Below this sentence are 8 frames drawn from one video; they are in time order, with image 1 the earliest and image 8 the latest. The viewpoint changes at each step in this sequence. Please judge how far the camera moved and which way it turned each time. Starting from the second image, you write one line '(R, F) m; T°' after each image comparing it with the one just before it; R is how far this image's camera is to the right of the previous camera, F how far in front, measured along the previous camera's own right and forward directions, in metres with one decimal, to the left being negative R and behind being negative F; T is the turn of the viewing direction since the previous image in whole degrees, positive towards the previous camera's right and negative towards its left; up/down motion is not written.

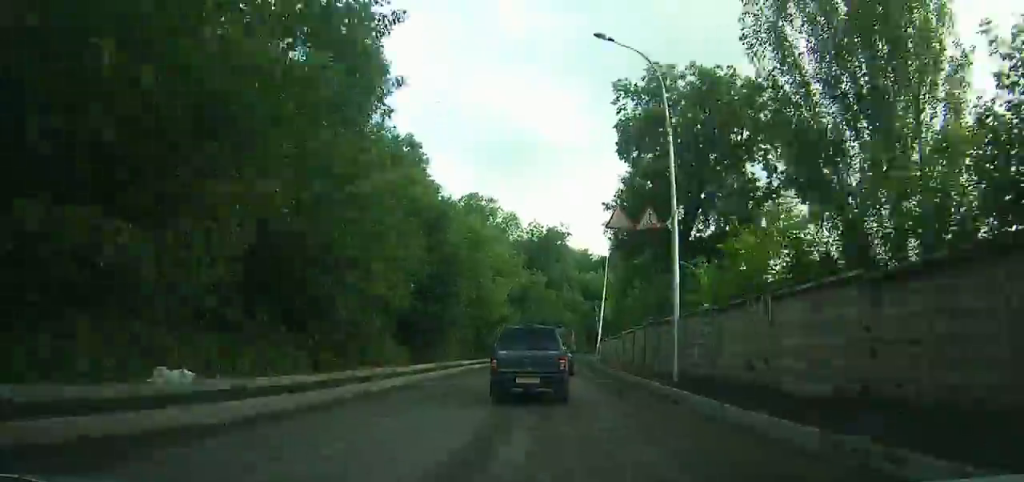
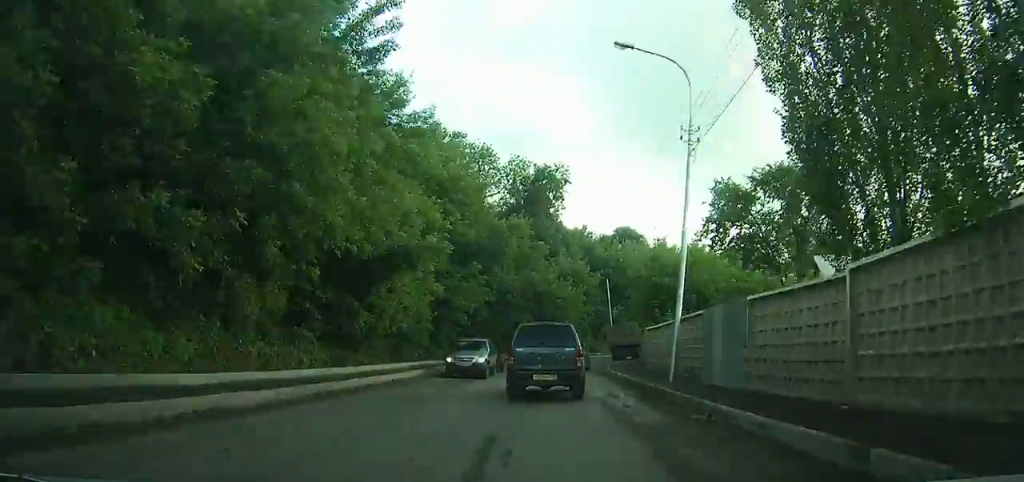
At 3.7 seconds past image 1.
(-0.8, +31.3) m; 0°
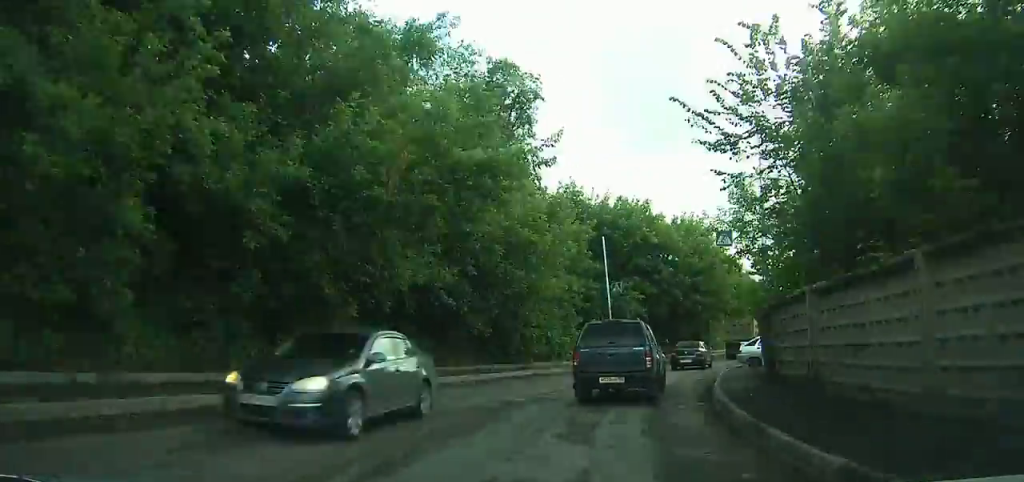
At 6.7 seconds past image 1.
(+0.6, +25.6) m; +7°
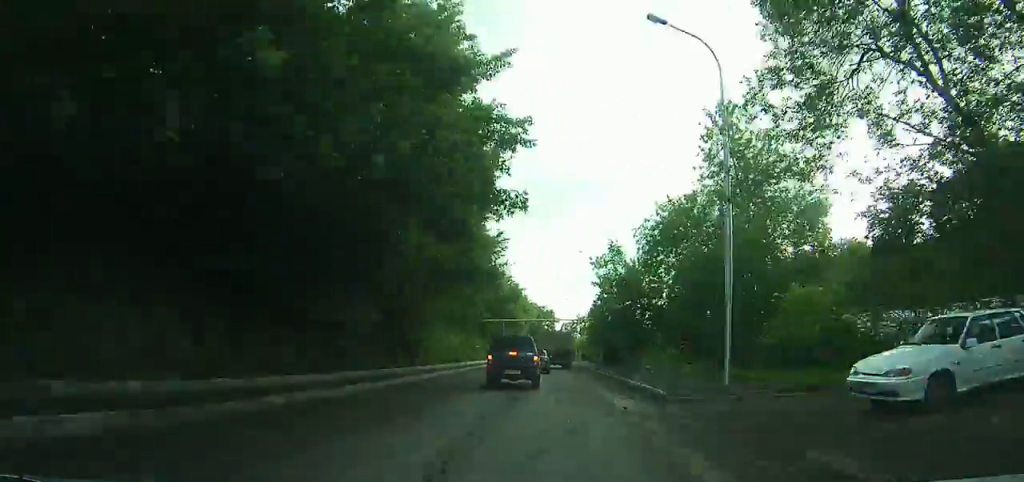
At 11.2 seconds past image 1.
(+7.0, +37.5) m; +18°
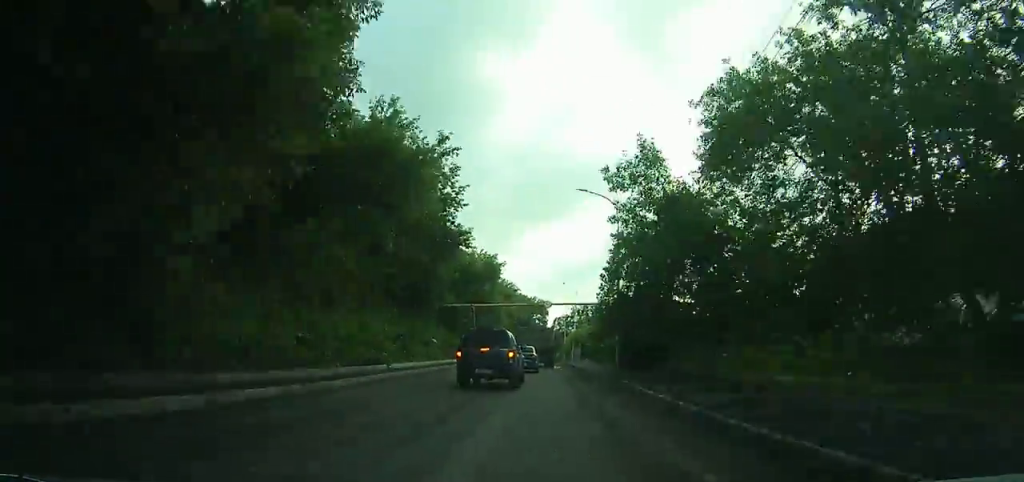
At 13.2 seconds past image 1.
(+1.1, +16.9) m; +4°
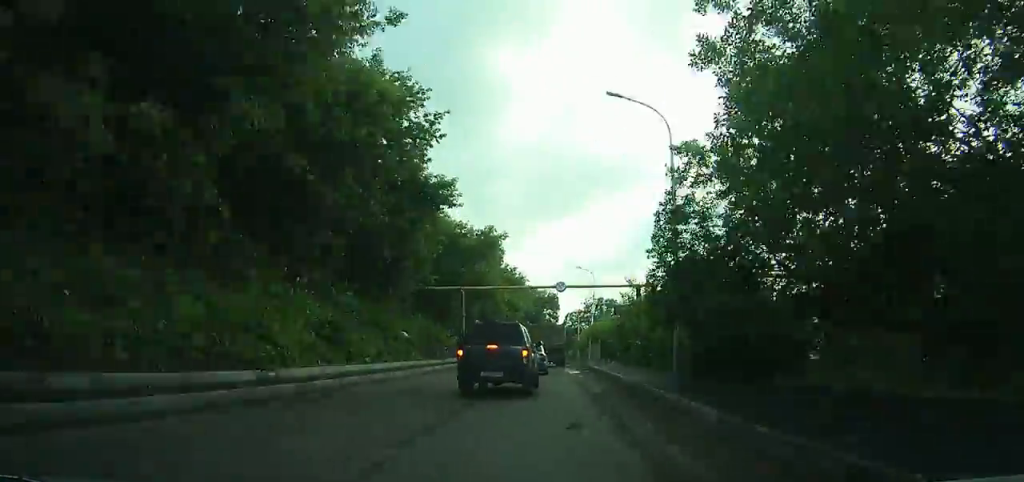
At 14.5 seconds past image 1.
(+0.1, +10.8) m; 0°
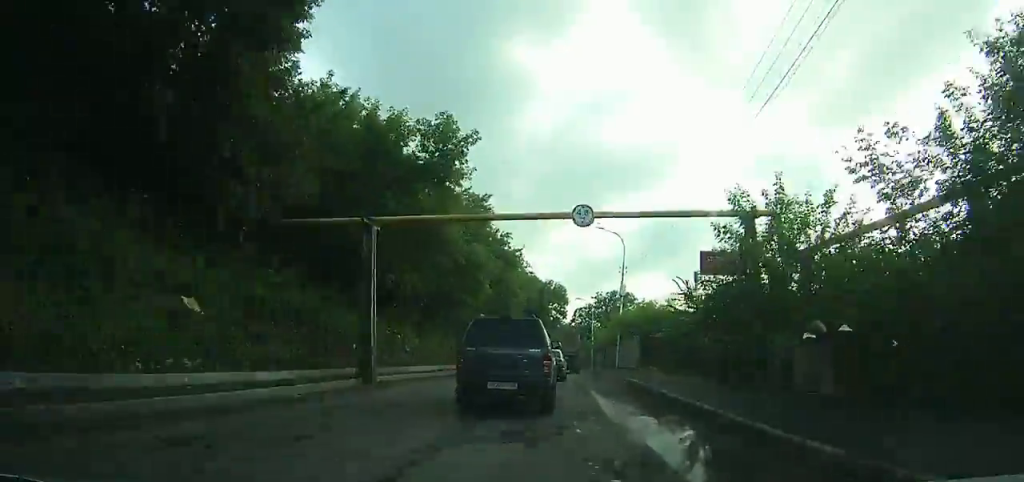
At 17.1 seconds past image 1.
(-0.1, +20.8) m; 0°
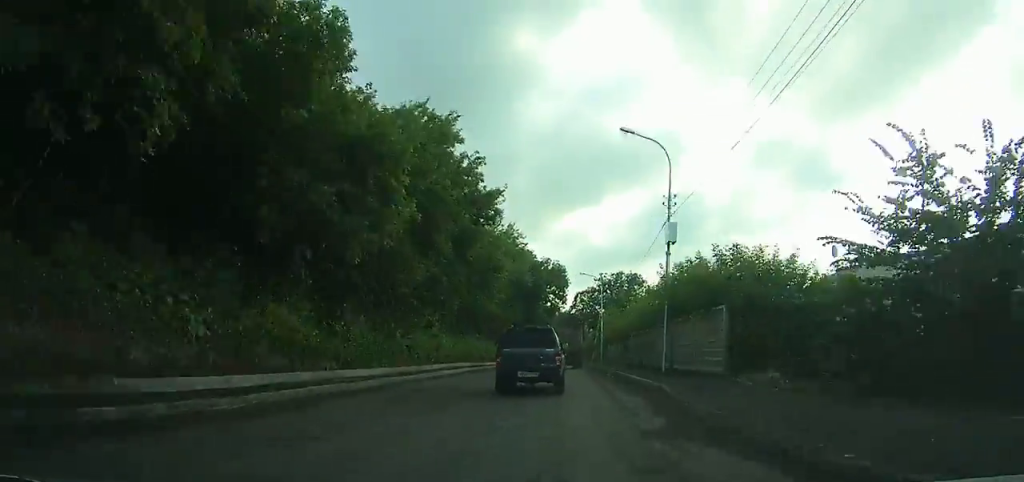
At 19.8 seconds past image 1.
(0.0, +20.9) m; 0°
